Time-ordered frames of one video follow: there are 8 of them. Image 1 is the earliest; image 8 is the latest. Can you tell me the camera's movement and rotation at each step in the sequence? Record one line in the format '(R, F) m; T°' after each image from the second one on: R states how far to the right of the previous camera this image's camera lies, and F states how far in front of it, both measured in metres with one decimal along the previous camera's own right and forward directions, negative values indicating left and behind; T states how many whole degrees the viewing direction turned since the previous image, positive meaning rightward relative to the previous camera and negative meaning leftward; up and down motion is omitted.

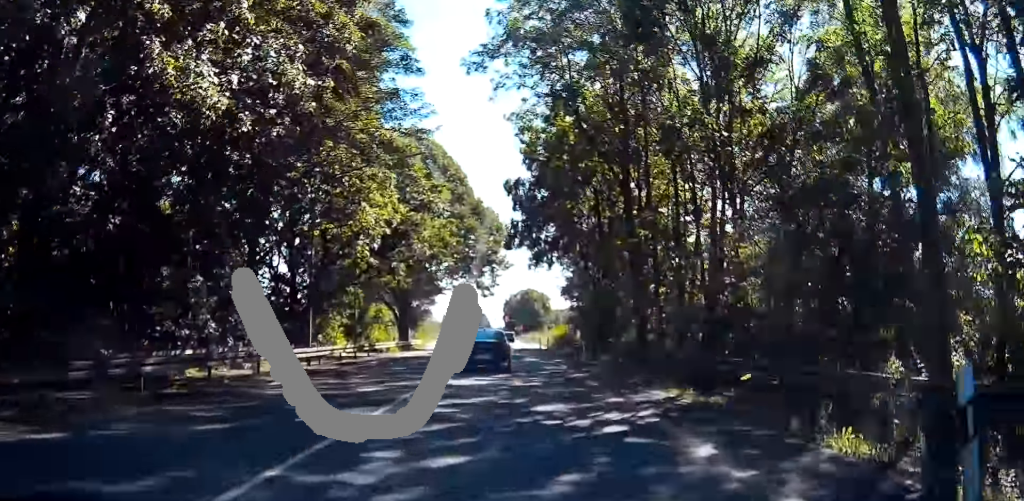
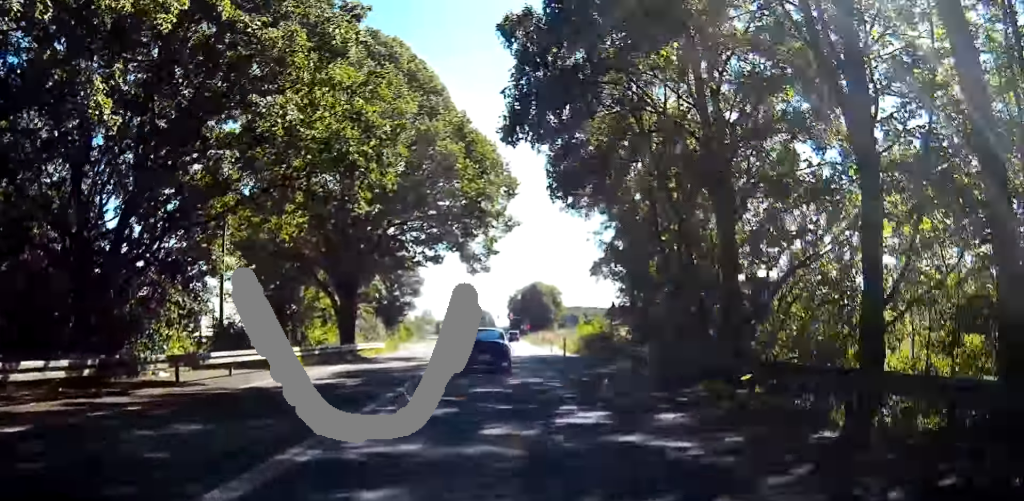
(-0.2, +25.3) m; 0°
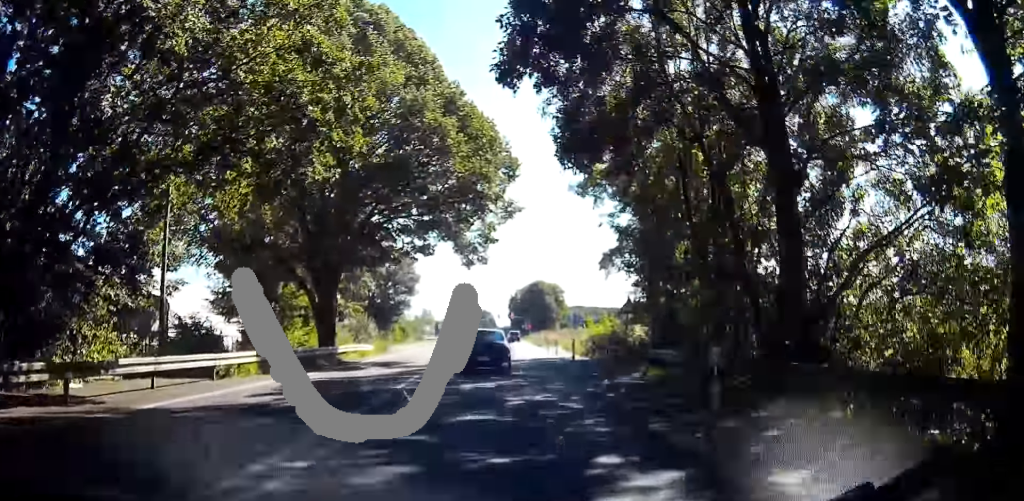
(0.0, +5.1) m; 0°
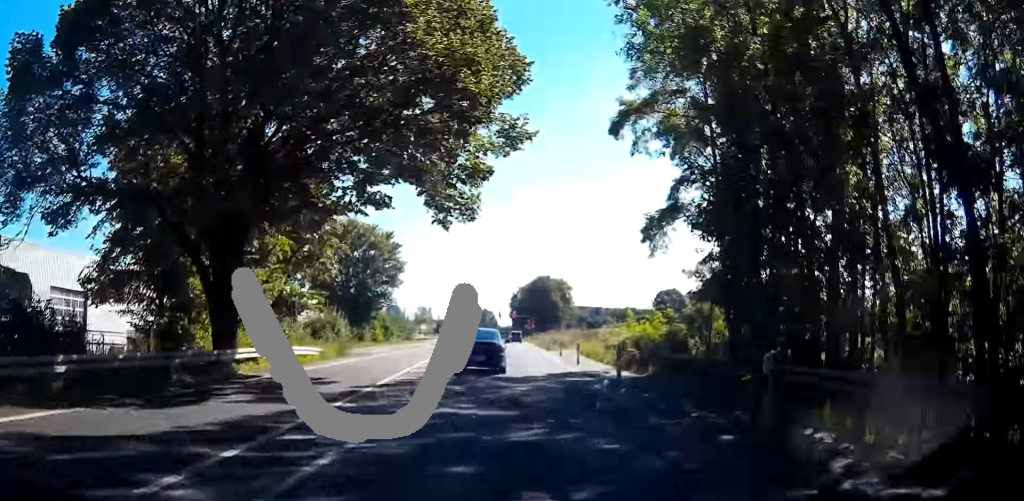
(0.0, +14.4) m; -1°
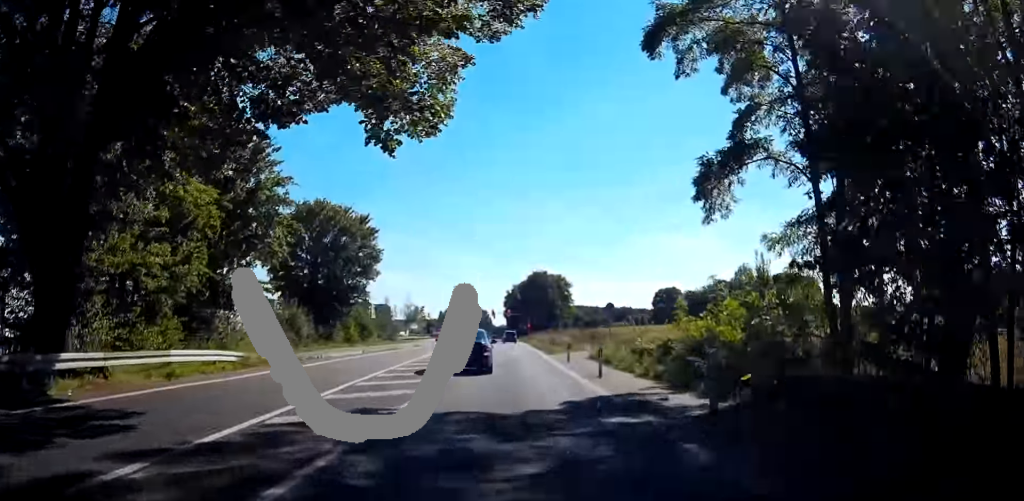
(-0.1, +10.3) m; 0°
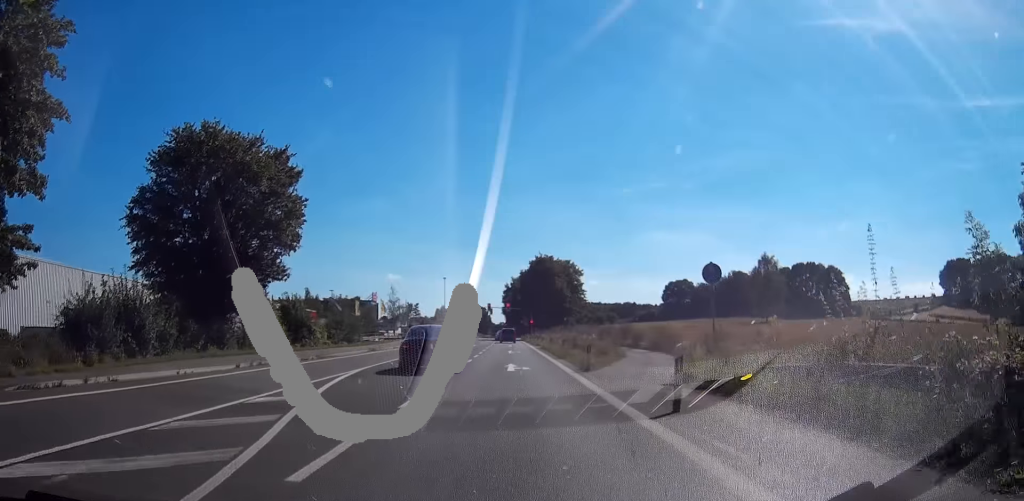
(0.0, +23.7) m; 0°
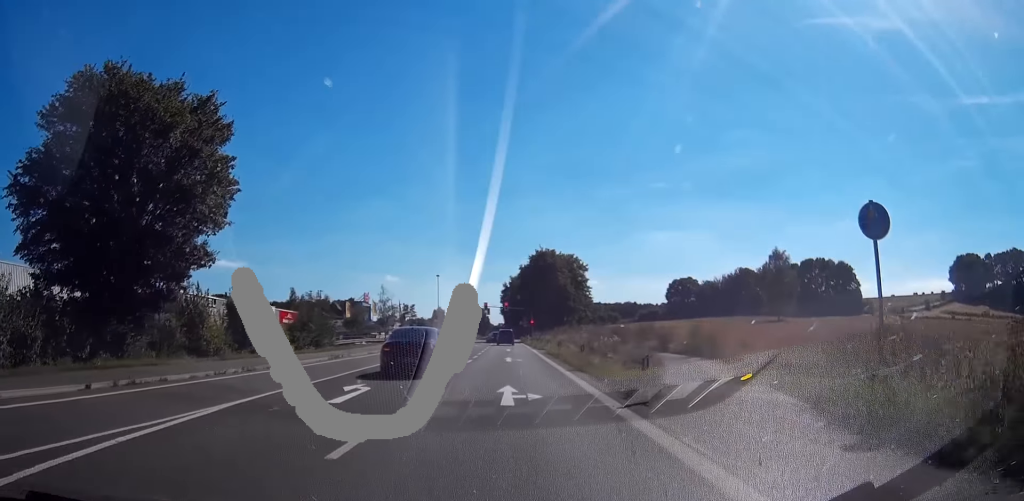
(0.0, +10.5) m; 0°
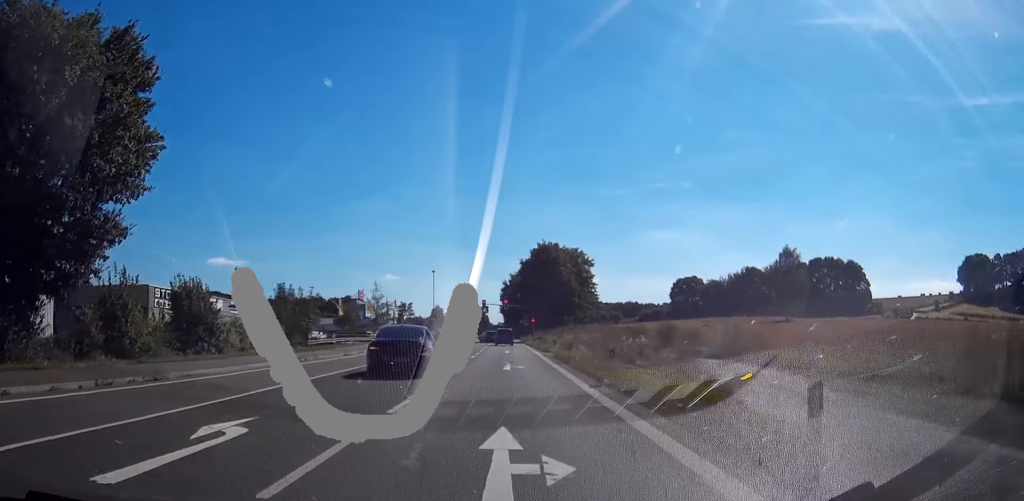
(0.0, +7.6) m; 0°
